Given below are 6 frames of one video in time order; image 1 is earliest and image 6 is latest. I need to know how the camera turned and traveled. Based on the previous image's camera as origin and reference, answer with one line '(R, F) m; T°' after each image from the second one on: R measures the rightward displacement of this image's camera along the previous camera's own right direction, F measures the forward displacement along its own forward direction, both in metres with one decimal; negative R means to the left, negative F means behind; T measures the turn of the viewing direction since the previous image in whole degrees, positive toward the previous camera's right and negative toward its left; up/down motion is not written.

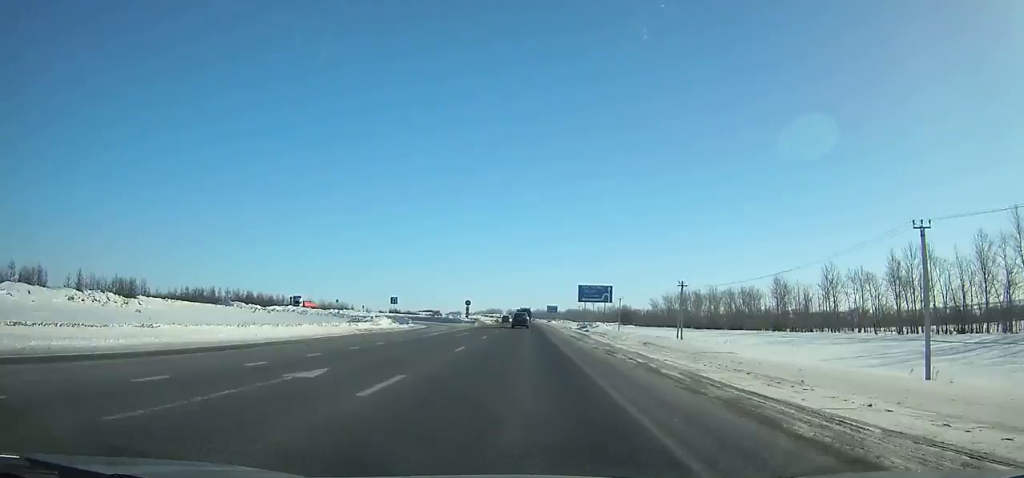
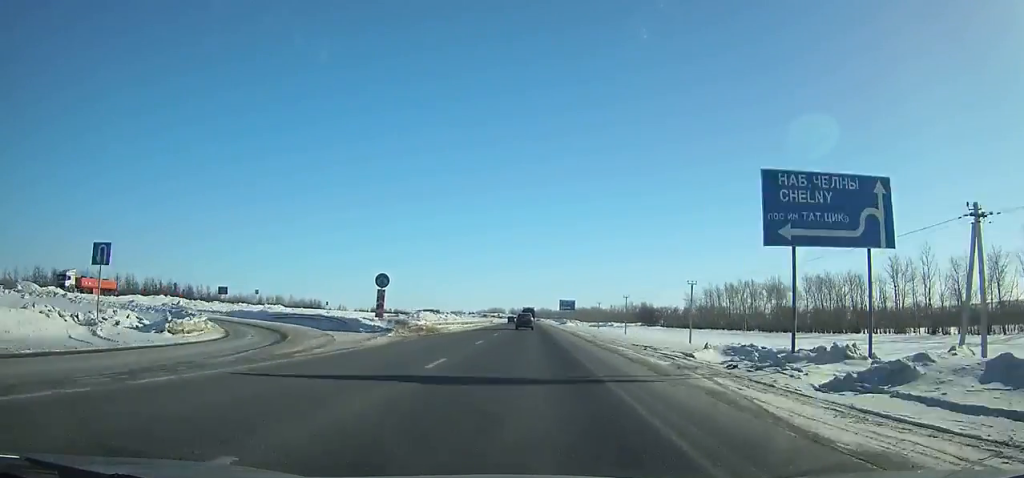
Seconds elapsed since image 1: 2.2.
(0.0, +54.9) m; 0°
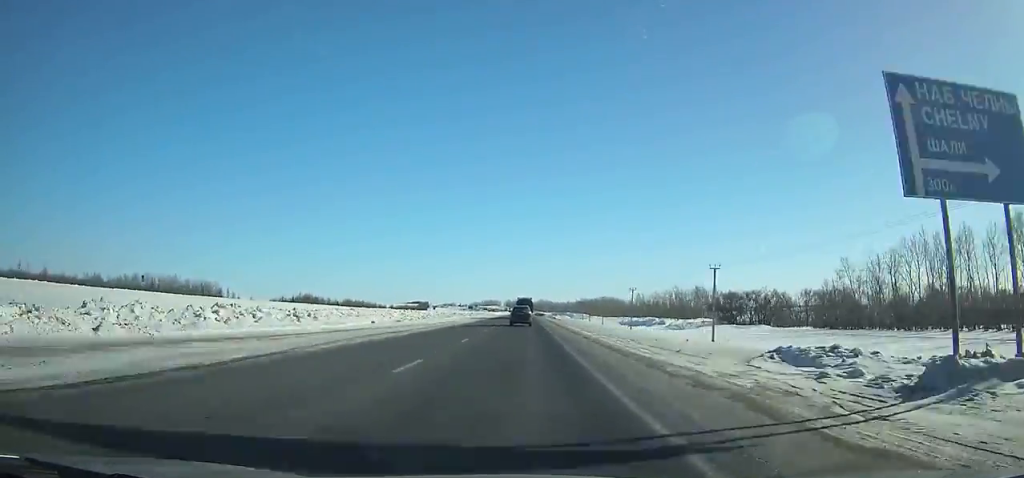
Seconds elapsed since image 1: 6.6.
(-0.2, +107.2) m; 0°
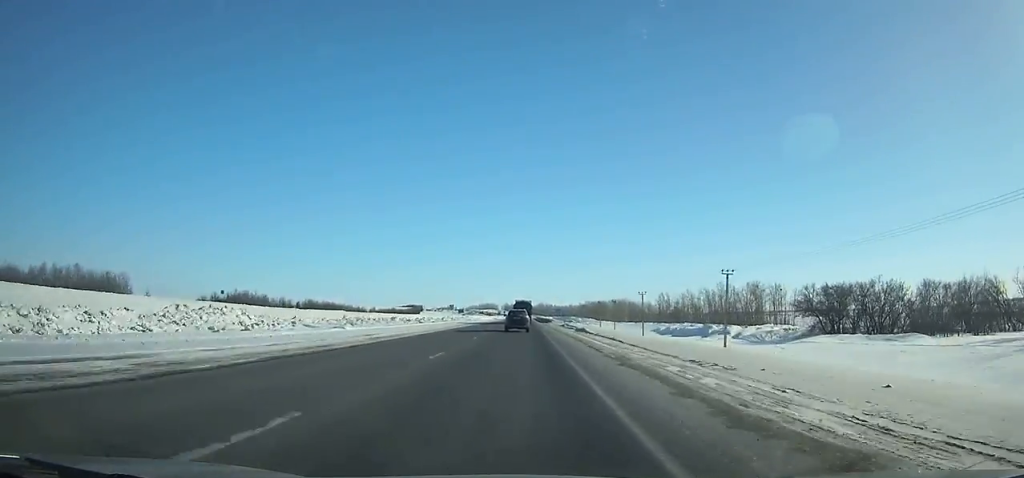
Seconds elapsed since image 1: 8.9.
(+0.1, +54.3) m; 0°
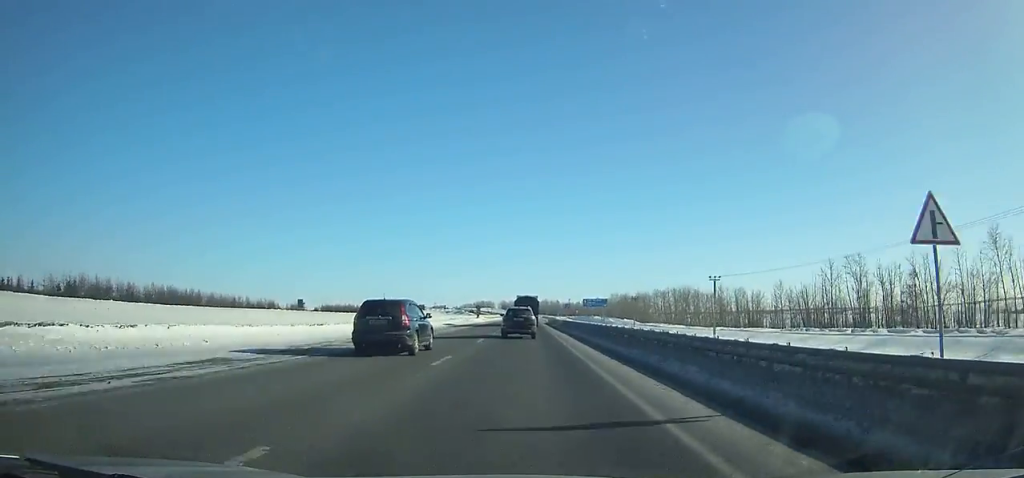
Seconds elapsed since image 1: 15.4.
(-0.3, +144.1) m; 0°
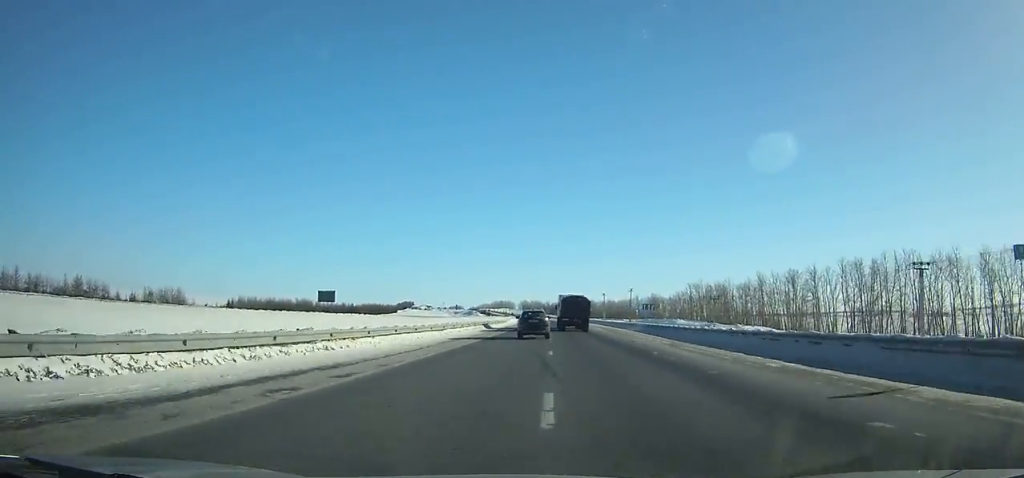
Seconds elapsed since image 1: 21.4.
(-1.6, +131.1) m; -1°
